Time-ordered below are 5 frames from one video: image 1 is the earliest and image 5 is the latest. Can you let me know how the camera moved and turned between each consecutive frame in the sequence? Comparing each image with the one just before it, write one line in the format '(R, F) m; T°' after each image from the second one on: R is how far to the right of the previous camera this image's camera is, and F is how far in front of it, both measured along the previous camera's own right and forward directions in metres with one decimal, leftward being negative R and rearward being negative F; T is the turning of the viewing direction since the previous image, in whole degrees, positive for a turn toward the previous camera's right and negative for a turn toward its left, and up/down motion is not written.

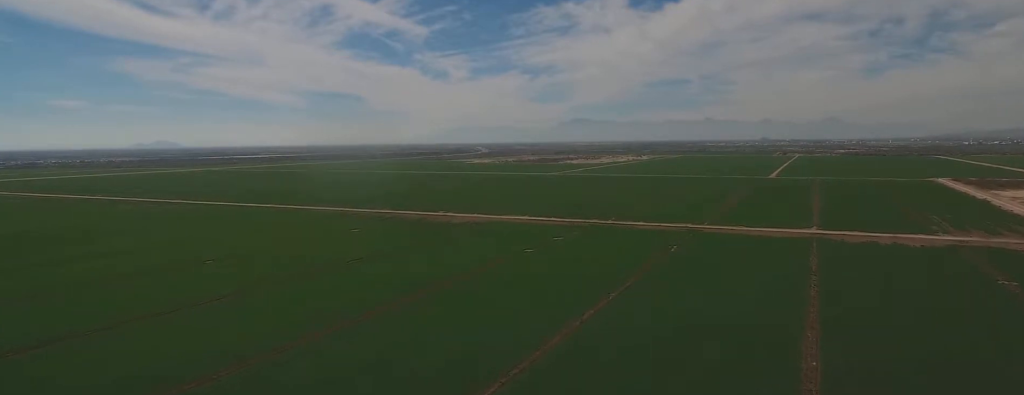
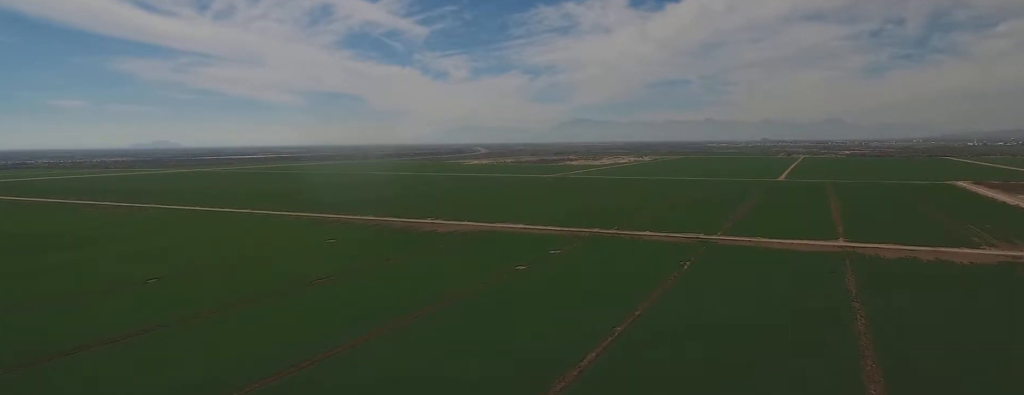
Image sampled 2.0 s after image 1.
(+0.2, +32.3) m; 0°
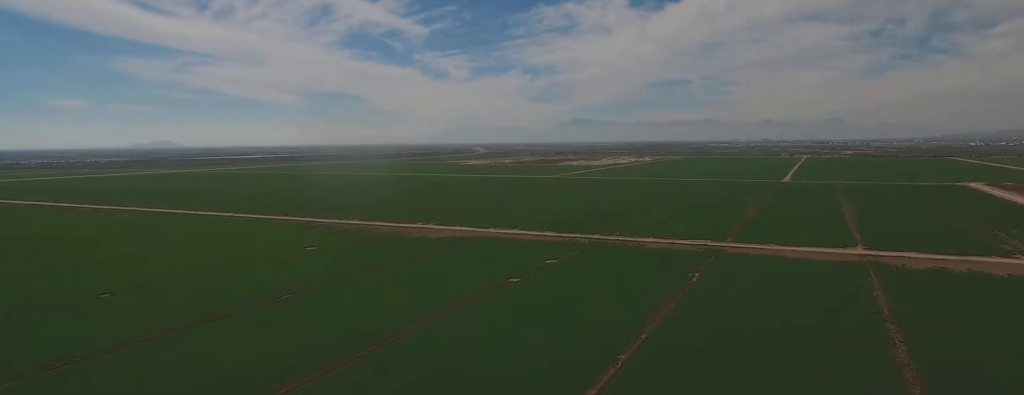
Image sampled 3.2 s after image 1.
(-0.2, +19.1) m; -1°
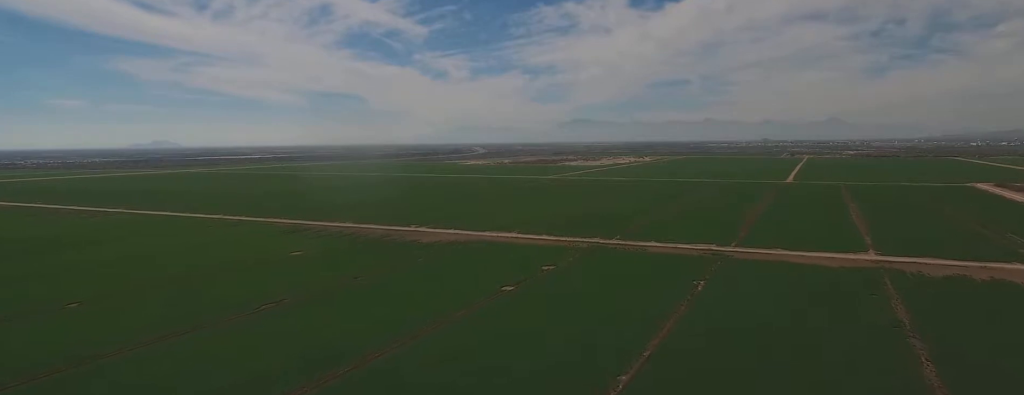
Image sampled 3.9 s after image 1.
(-0.1, +11.1) m; 0°
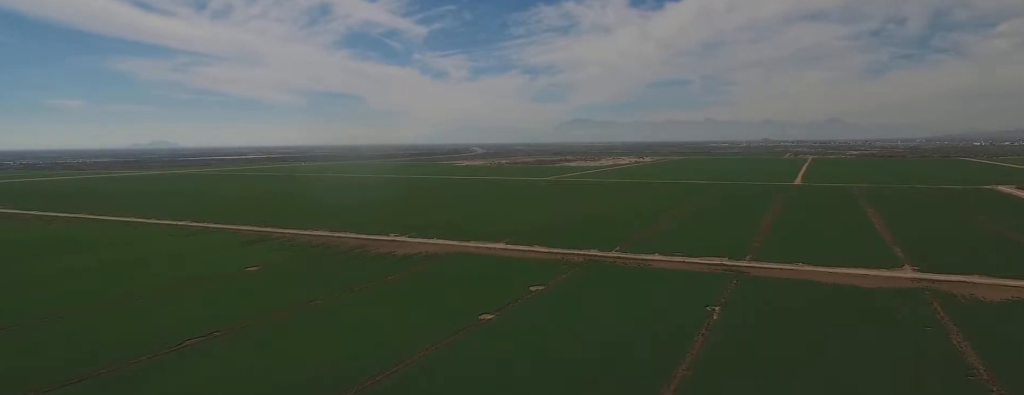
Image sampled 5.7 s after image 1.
(+0.3, +28.8) m; +1°
